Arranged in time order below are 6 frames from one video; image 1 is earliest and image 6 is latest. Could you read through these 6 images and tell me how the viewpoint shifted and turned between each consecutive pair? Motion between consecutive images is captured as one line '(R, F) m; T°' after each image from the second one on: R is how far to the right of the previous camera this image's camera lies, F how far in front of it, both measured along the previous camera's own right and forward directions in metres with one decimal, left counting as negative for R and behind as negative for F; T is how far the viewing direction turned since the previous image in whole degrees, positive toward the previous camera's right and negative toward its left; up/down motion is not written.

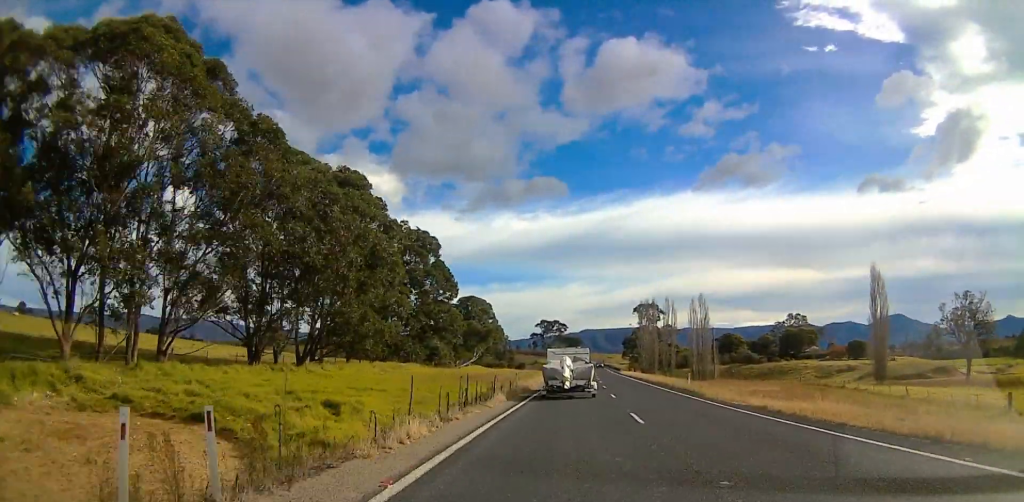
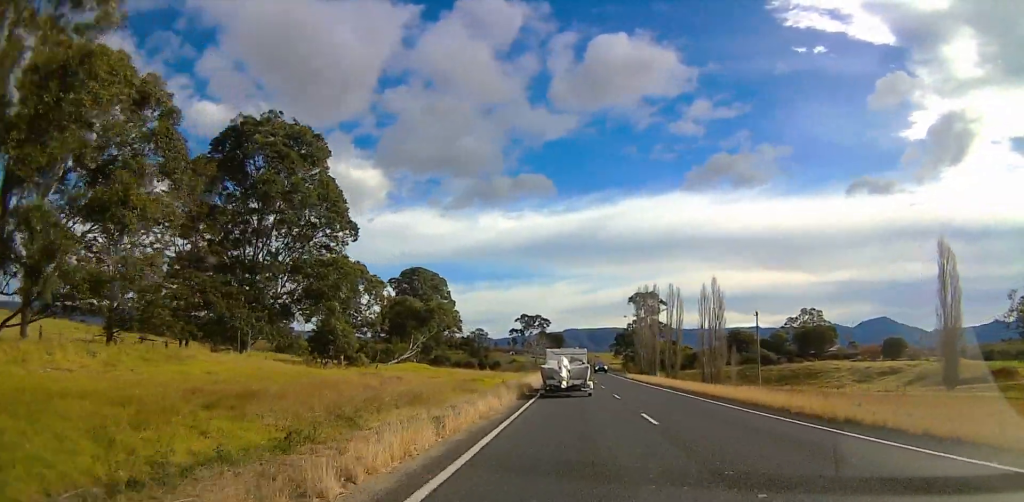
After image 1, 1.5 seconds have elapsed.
(+0.6, +35.9) m; 0°
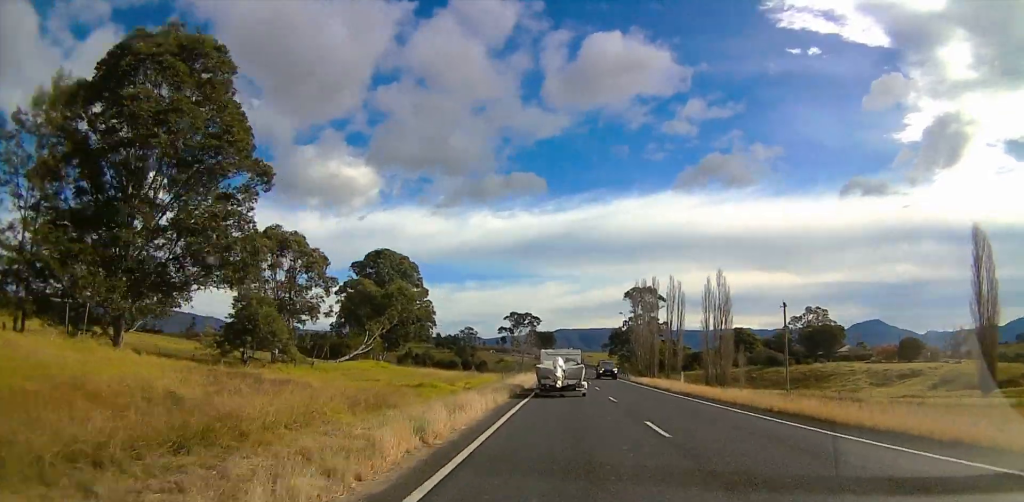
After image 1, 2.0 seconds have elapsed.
(-0.5, +14.0) m; 0°
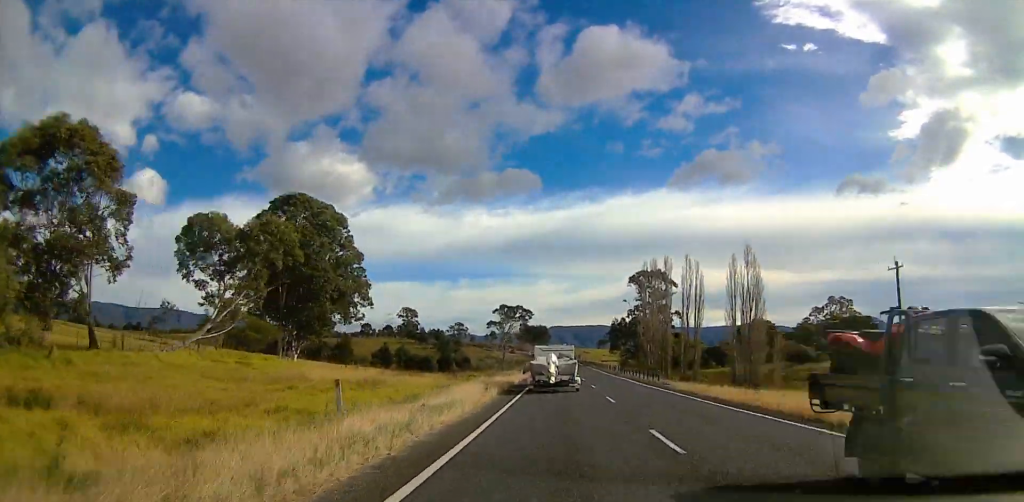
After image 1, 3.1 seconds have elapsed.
(+1.0, +26.8) m; +2°
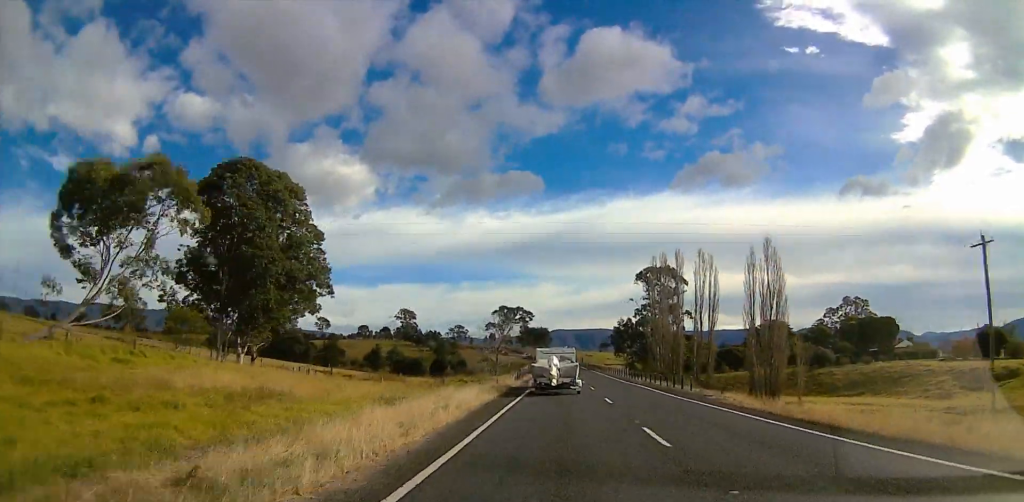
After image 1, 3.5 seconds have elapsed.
(0.0, +11.0) m; 0°
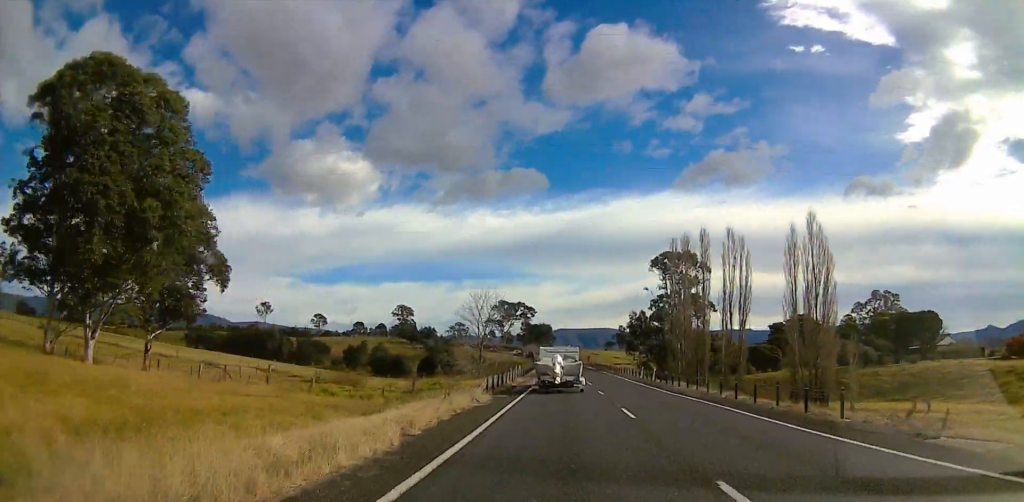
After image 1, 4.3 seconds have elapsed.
(0.0, +18.7) m; 0°
